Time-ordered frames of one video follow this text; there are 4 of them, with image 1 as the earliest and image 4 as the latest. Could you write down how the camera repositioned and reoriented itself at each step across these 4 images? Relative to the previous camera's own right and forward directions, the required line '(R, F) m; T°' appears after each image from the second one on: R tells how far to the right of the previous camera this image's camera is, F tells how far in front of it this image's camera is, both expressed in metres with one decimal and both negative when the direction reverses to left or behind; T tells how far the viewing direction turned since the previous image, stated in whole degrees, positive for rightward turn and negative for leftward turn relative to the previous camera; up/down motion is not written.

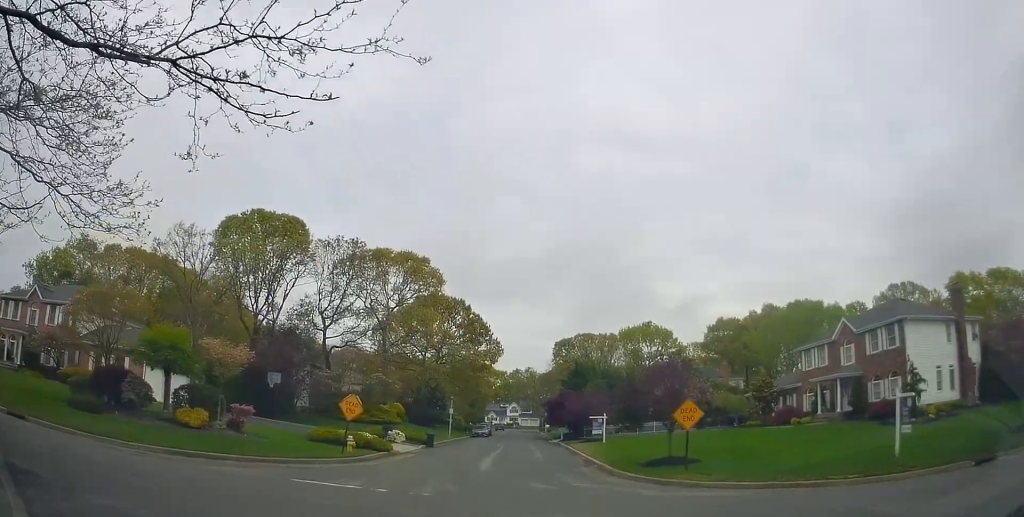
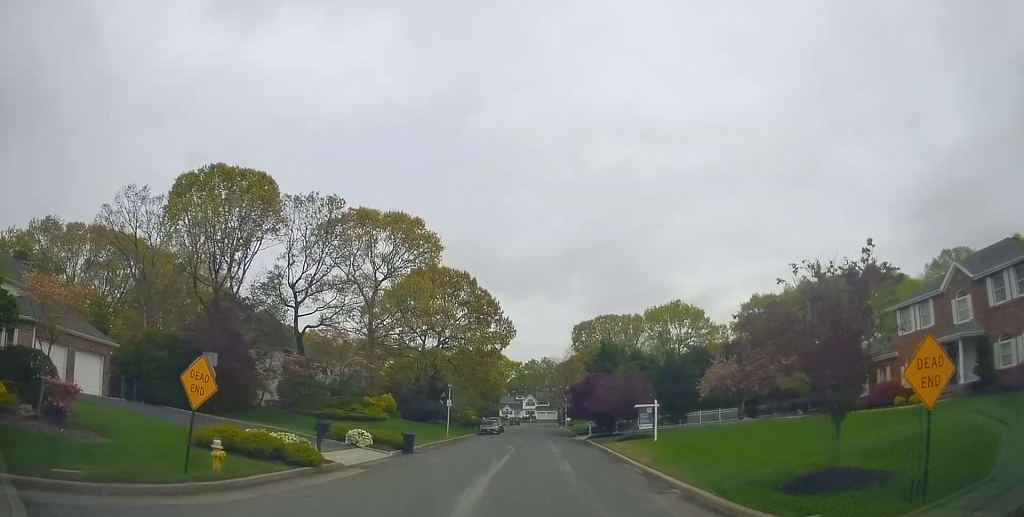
(0.0, +11.0) m; -1°
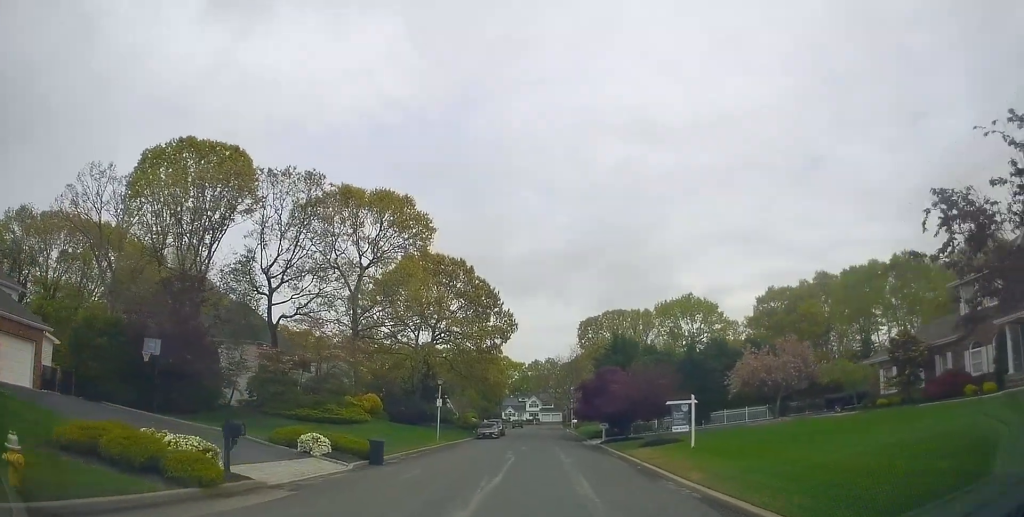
(+0.1, +6.0) m; +2°
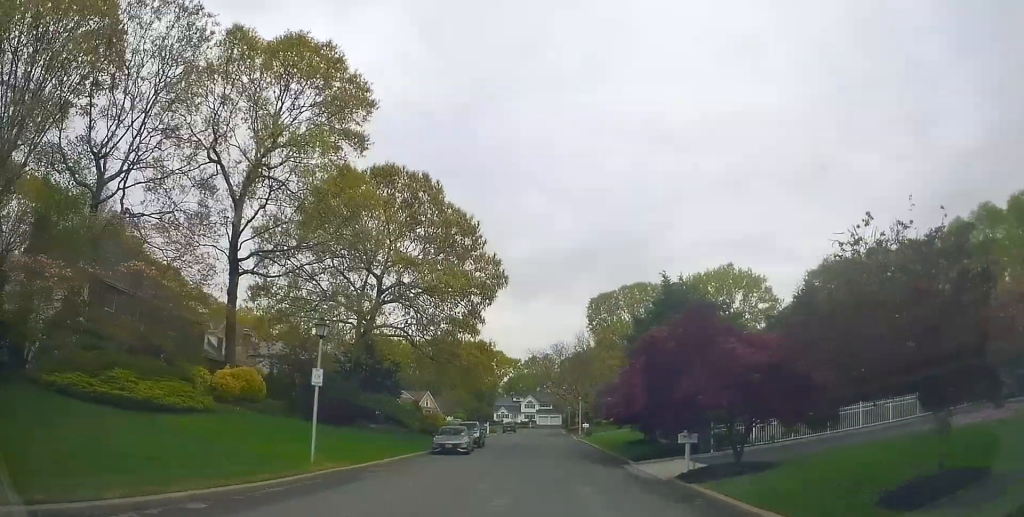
(+0.5, +21.3) m; 0°
